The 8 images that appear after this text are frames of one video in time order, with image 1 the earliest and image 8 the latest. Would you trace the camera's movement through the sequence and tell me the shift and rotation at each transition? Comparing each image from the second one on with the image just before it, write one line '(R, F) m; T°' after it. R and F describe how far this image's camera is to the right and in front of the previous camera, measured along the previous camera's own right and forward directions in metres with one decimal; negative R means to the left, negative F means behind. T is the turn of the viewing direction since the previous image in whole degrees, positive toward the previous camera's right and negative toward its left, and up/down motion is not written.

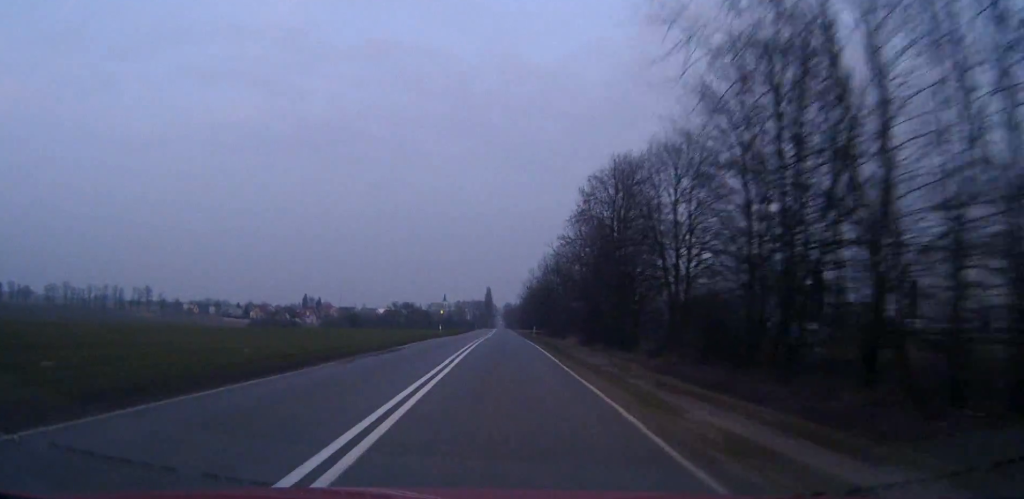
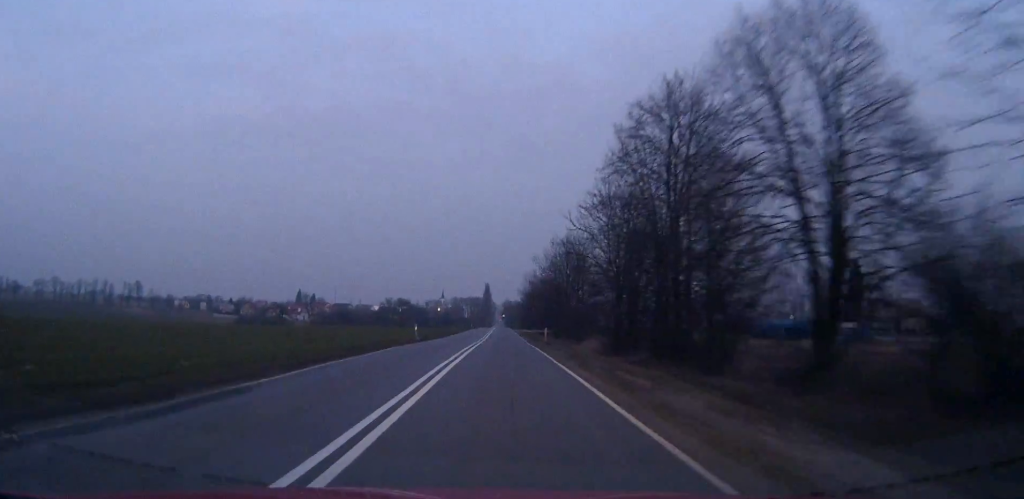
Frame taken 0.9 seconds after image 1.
(+0.1, +18.4) m; 0°
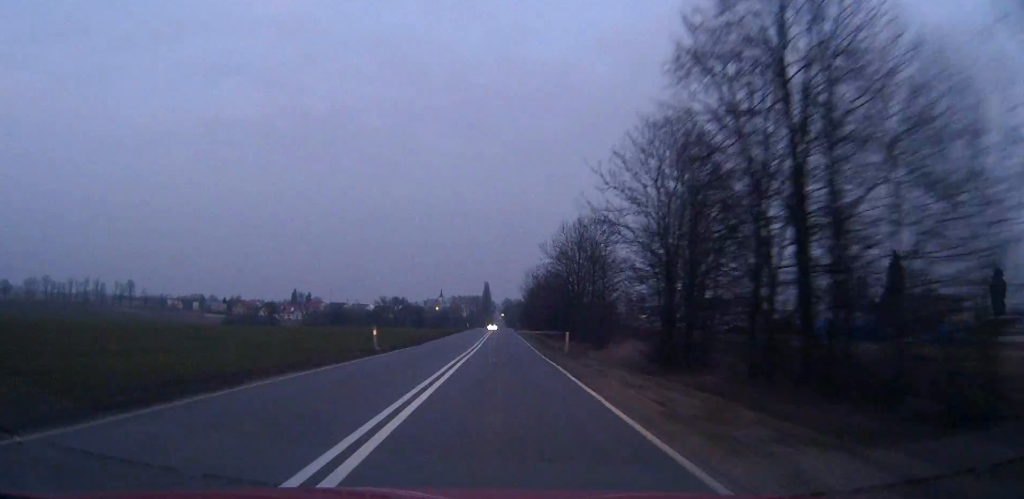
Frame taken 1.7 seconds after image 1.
(+0.1, +15.8) m; 0°
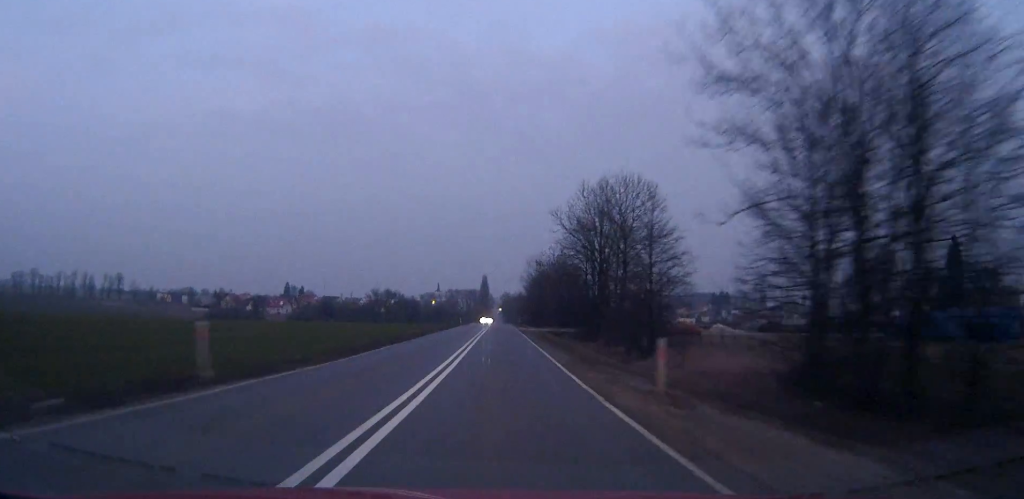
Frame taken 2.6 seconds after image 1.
(0.0, +19.5) m; 0°
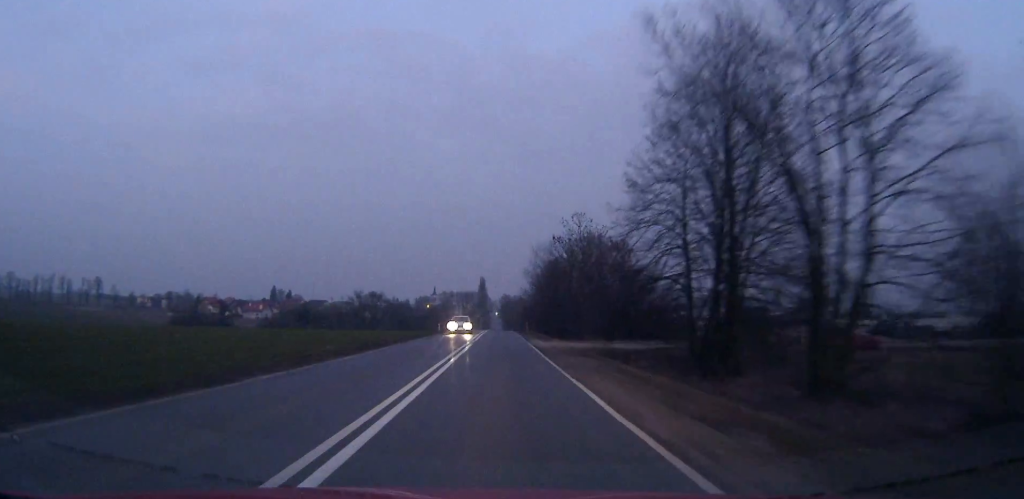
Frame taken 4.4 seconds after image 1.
(+0.5, +37.3) m; +1°
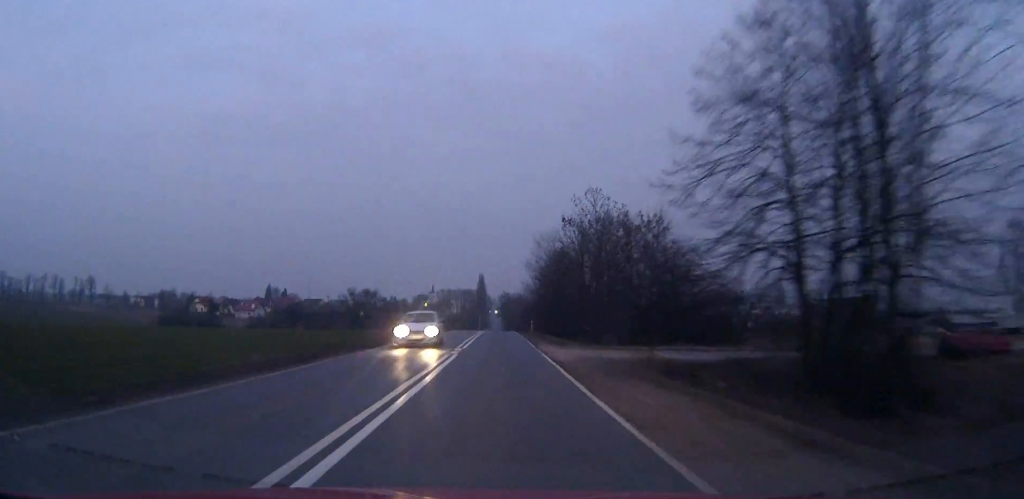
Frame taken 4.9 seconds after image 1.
(-0.1, +12.1) m; -1°
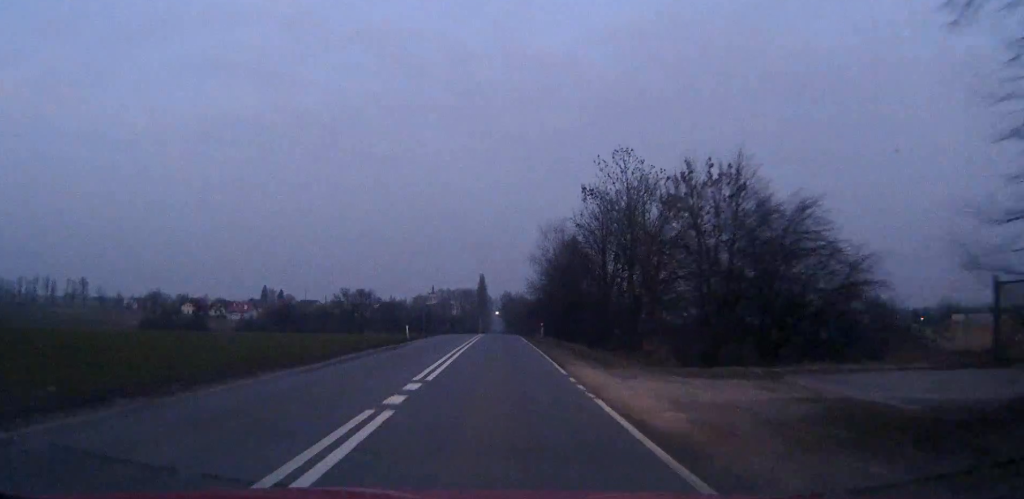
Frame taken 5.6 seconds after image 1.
(-0.1, +14.2) m; 0°
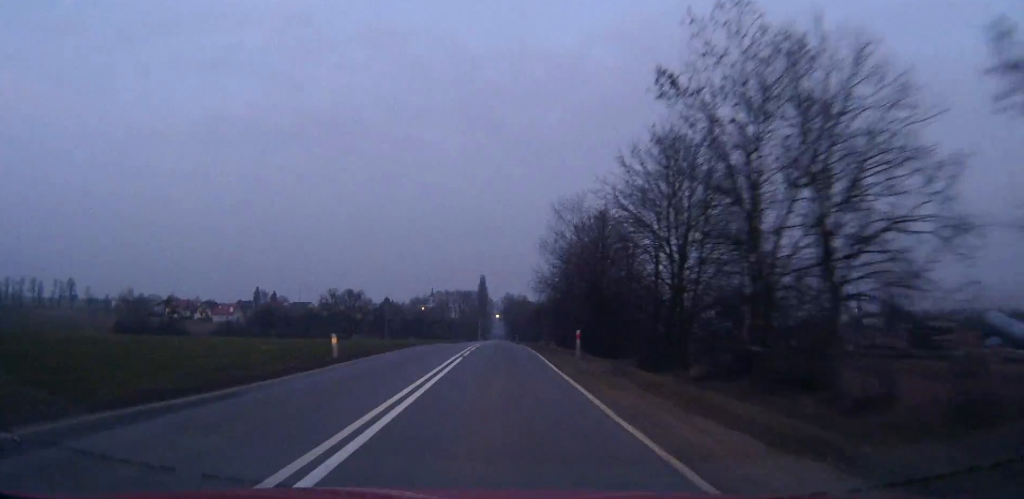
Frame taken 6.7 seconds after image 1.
(-0.1, +22.5) m; 0°
